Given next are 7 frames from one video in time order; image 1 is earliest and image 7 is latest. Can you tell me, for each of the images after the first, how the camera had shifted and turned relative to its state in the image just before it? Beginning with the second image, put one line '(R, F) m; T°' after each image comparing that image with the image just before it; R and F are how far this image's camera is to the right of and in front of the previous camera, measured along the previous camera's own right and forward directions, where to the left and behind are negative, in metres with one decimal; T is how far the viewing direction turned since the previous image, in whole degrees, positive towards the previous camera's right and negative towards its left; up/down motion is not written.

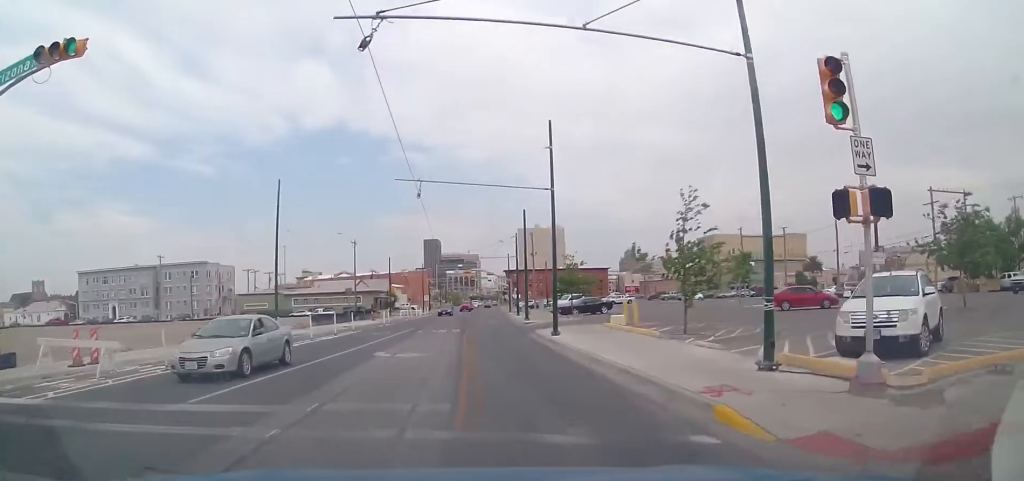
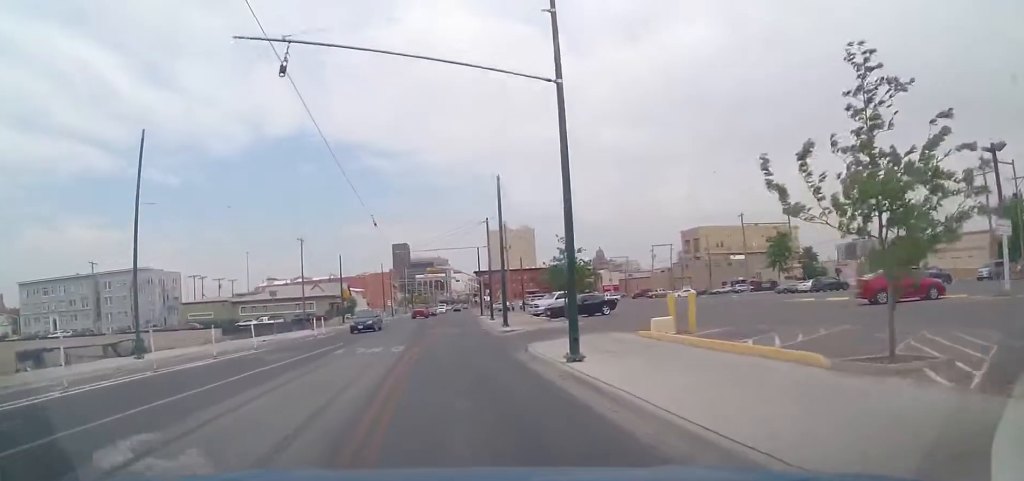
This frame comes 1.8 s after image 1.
(+1.1, +13.0) m; +4°
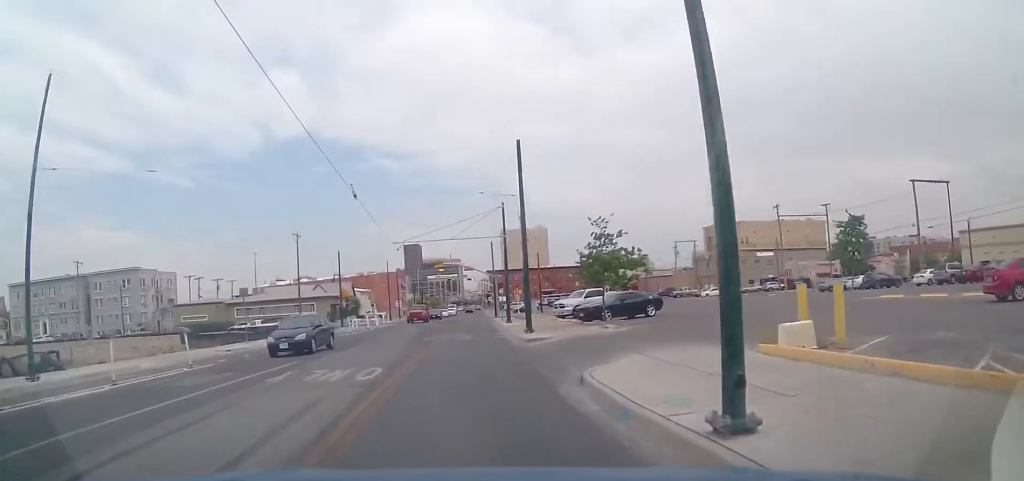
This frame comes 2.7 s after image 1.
(-0.7, +7.8) m; -1°
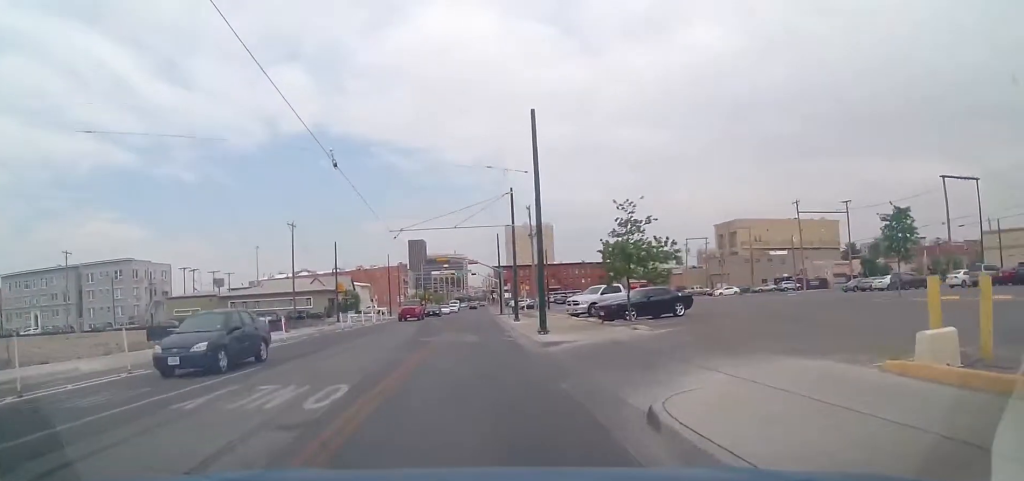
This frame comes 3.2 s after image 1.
(+0.2, +4.1) m; 0°
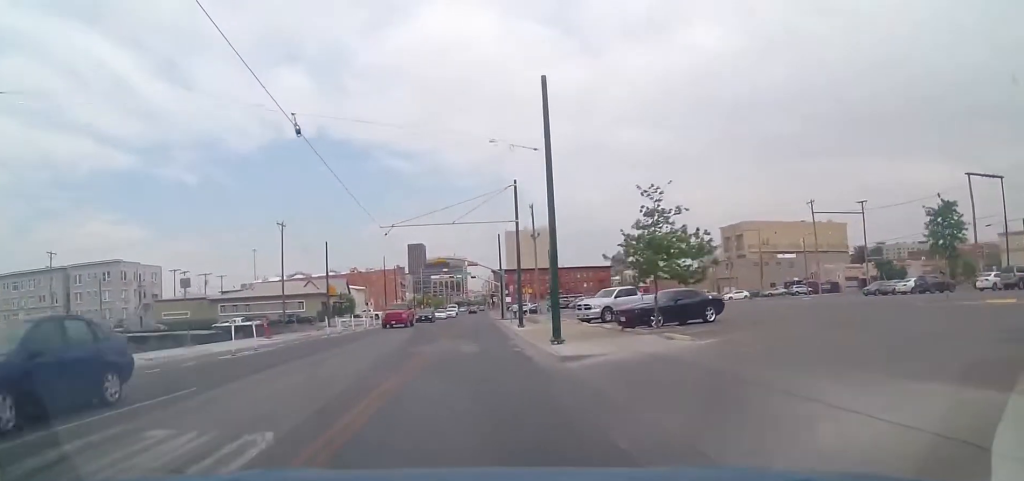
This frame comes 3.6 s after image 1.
(+0.3, +3.8) m; 0°
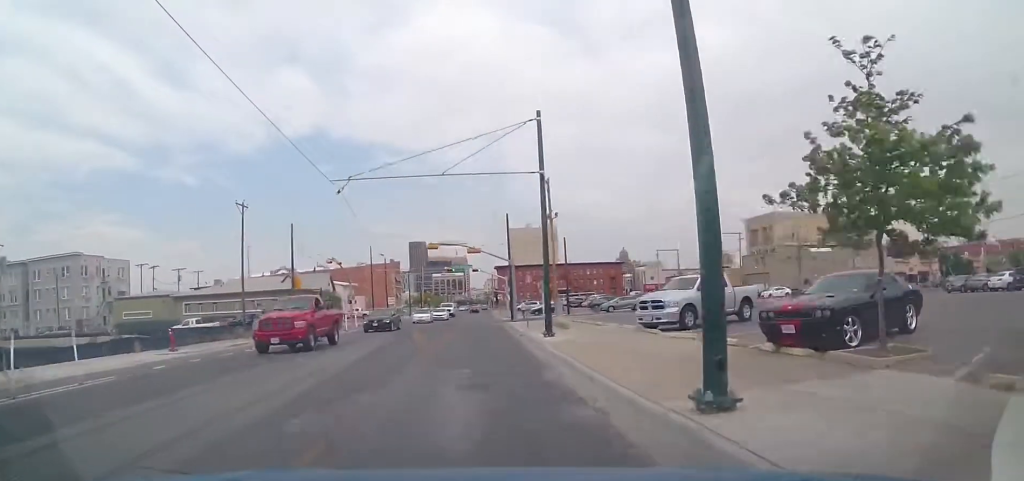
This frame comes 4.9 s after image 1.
(-0.5, +12.4) m; -1°
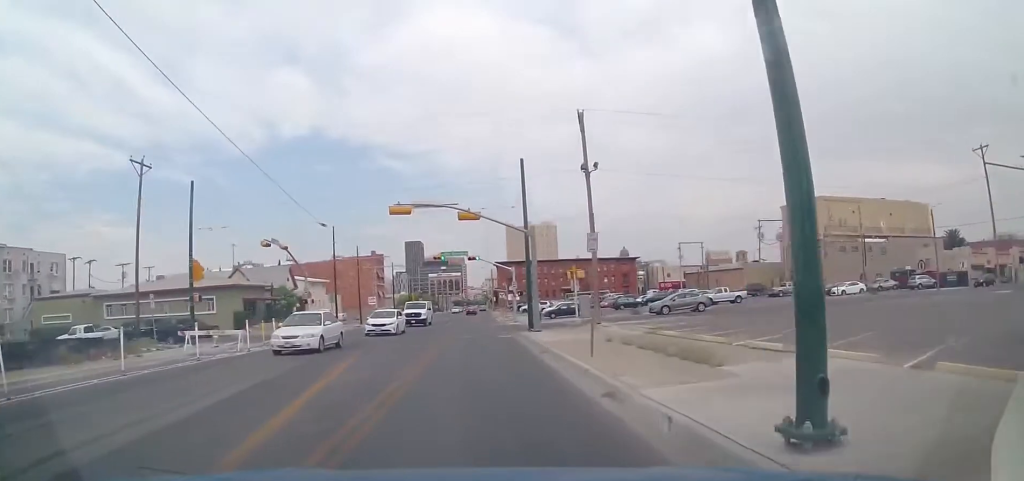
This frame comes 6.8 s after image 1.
(+1.0, +17.6) m; +3°
